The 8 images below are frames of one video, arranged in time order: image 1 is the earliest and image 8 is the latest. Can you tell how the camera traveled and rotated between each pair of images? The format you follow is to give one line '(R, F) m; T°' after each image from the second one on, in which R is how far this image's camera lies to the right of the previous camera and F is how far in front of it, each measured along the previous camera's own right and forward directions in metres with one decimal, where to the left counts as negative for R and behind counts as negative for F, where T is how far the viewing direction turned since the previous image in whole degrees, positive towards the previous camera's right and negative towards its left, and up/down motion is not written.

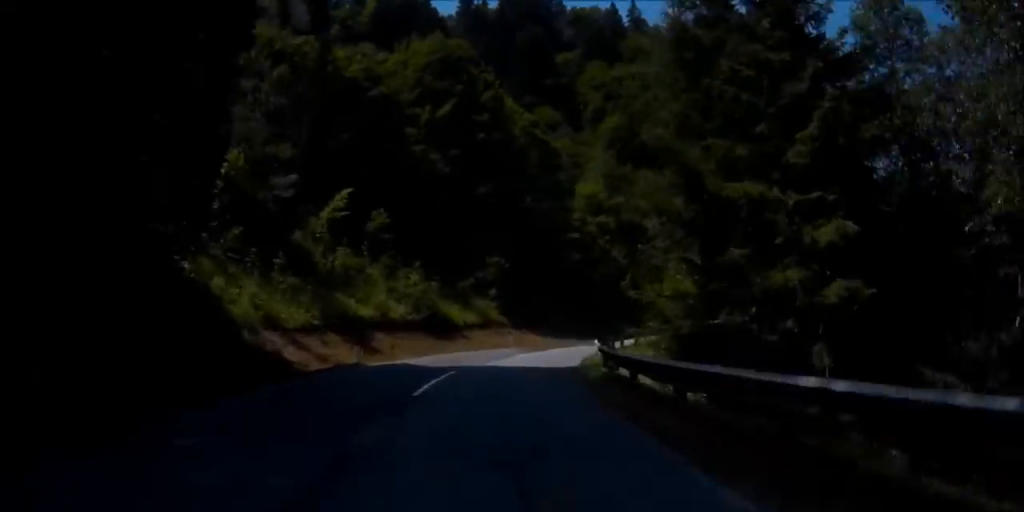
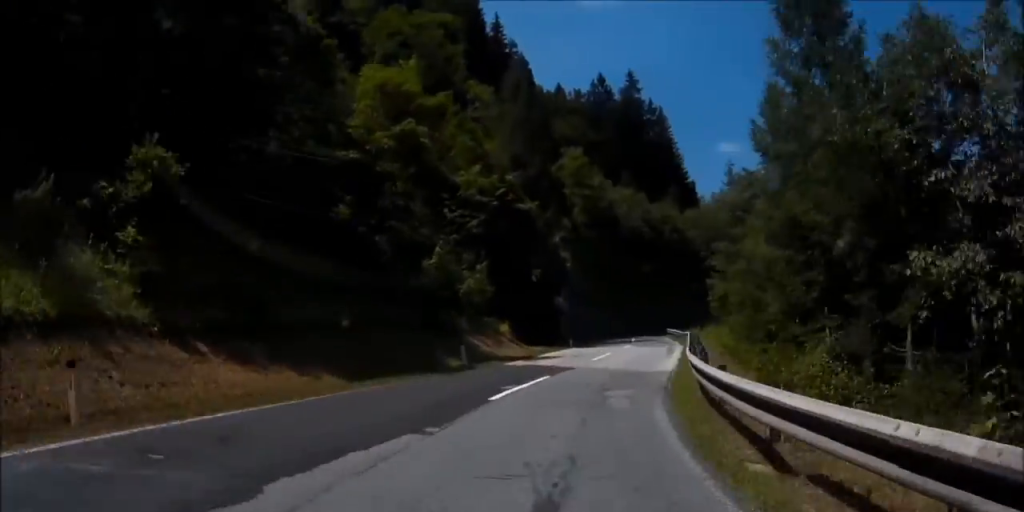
(+3.4, +29.7) m; +19°
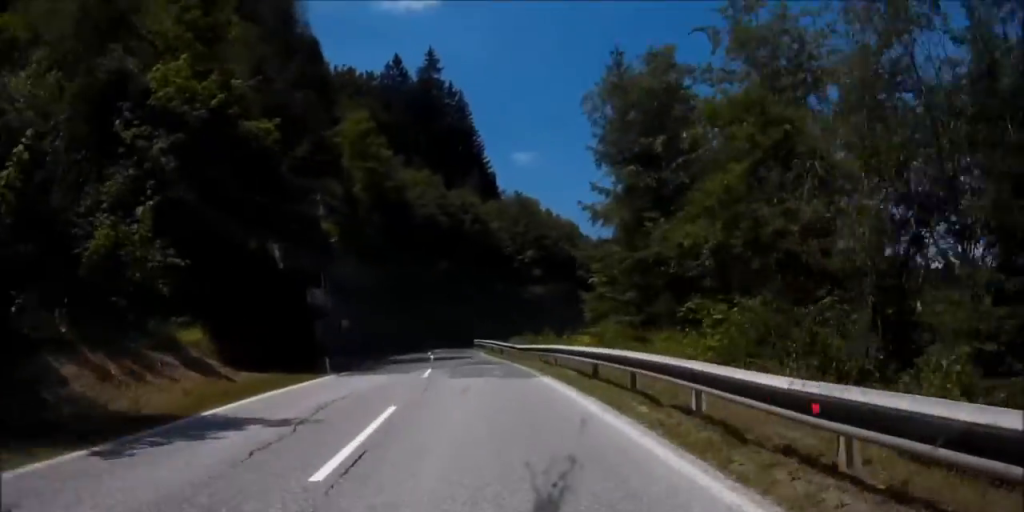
(+3.3, +20.9) m; +10°
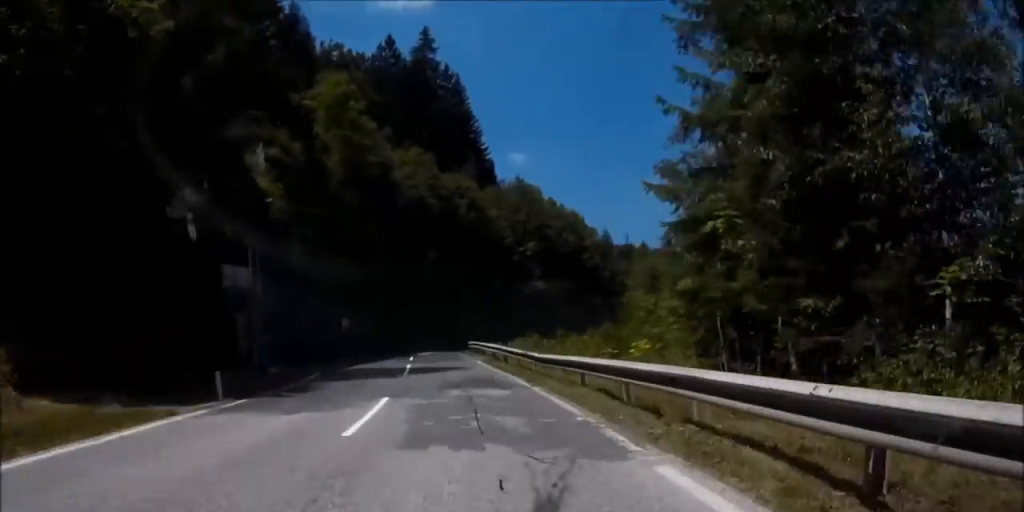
(+0.7, +11.4) m; +3°
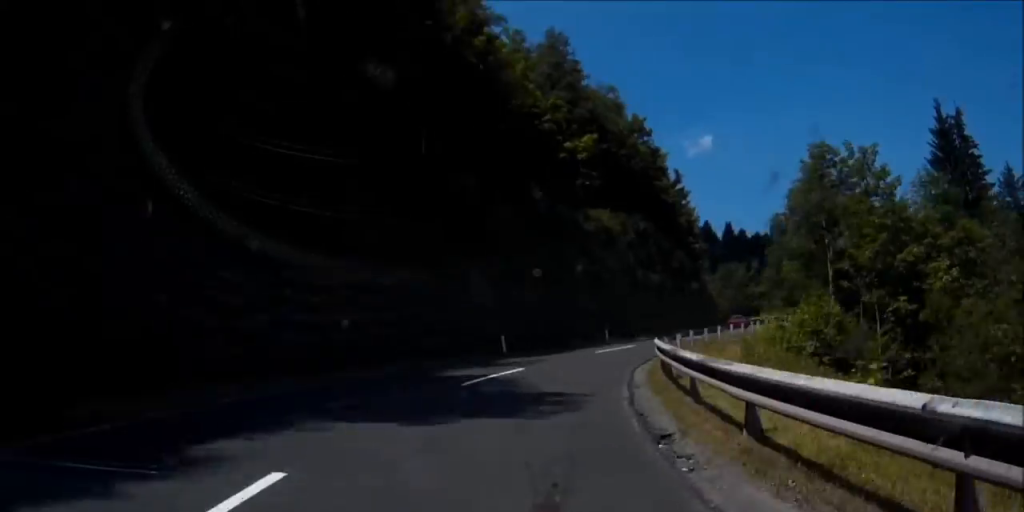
(+0.2, +54.0) m; +5°
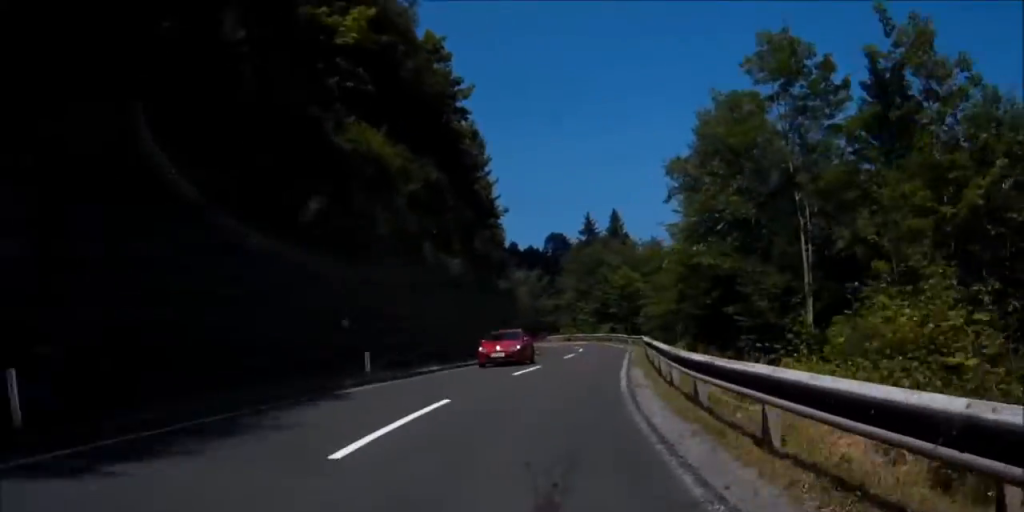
(+1.7, +23.6) m; +13°
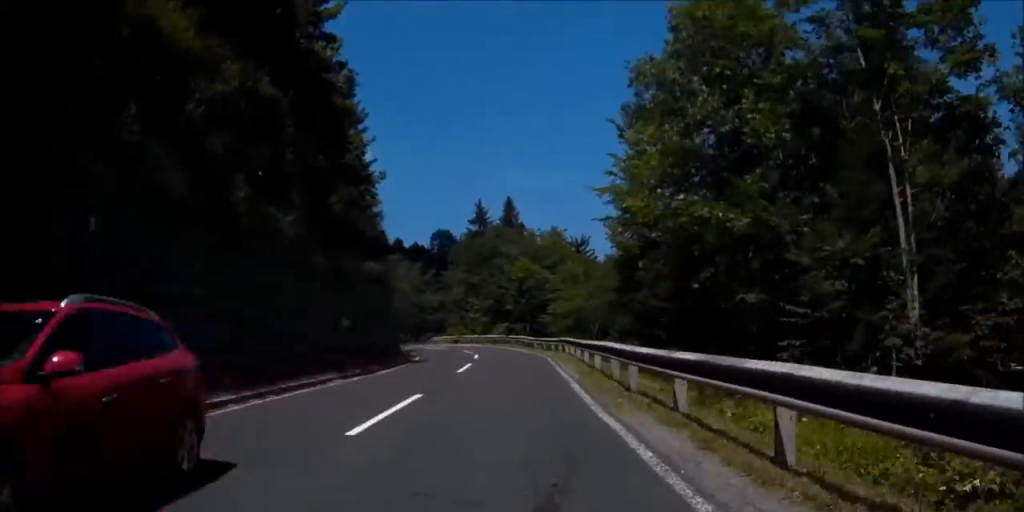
(+2.1, +12.6) m; +6°
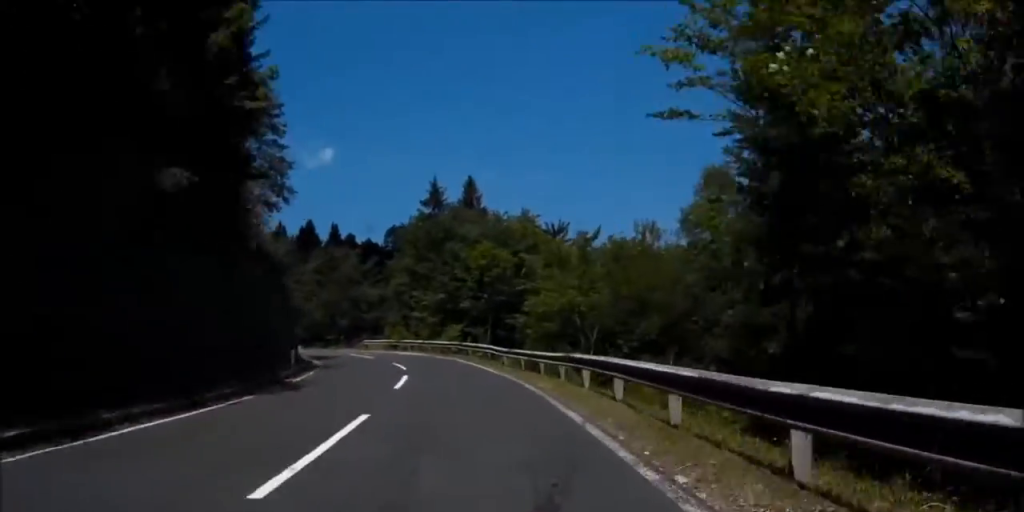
(+0.8, +18.1) m; -1°
